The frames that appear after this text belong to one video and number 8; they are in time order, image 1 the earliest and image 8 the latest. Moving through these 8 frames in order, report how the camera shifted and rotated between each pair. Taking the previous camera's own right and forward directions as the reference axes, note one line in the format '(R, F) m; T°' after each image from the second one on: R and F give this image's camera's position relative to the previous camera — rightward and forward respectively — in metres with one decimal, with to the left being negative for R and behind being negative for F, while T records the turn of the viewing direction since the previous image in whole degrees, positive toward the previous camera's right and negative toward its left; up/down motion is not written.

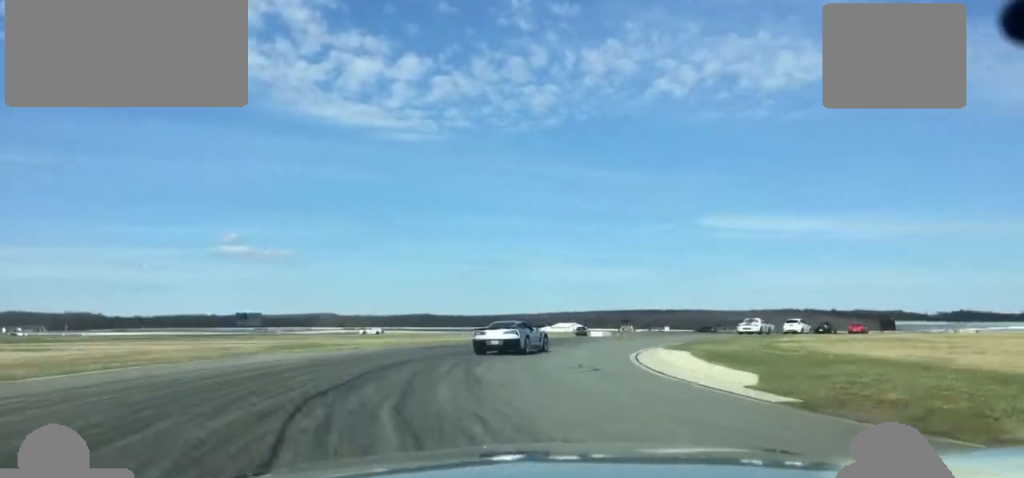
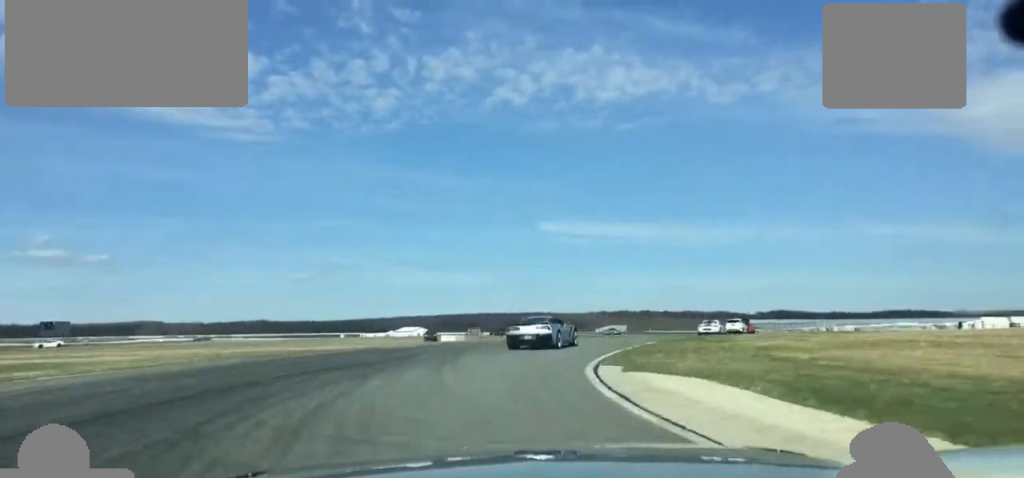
(+1.4, +18.9) m; +9°
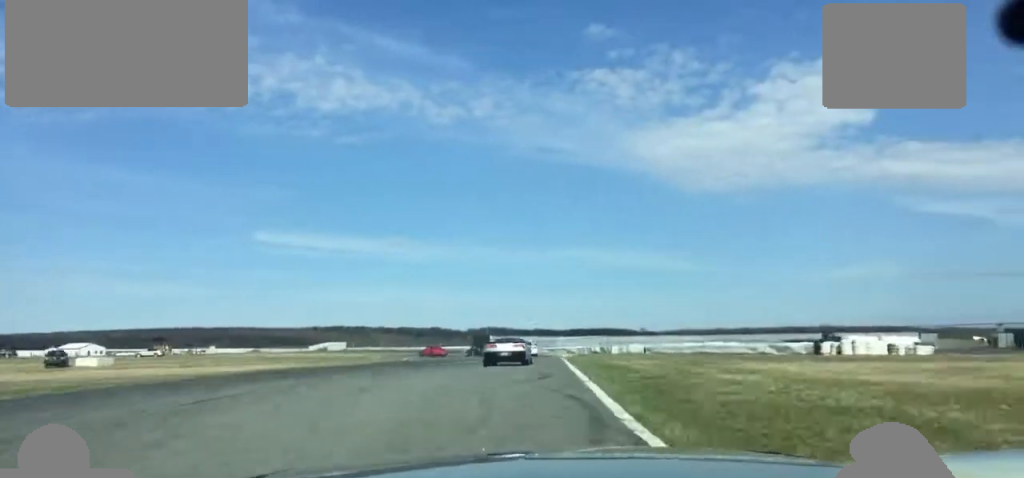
(+3.7, +30.1) m; +16°
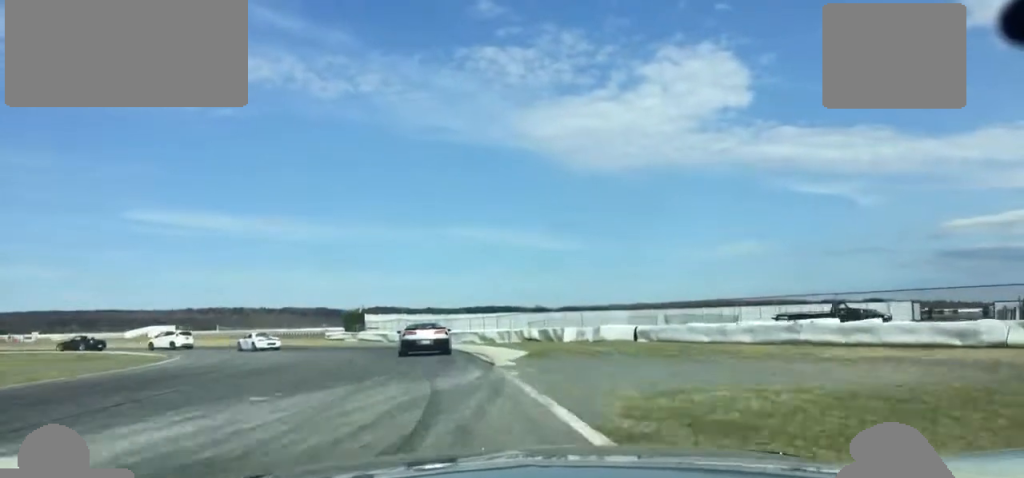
(+4.1, +38.8) m; +3°
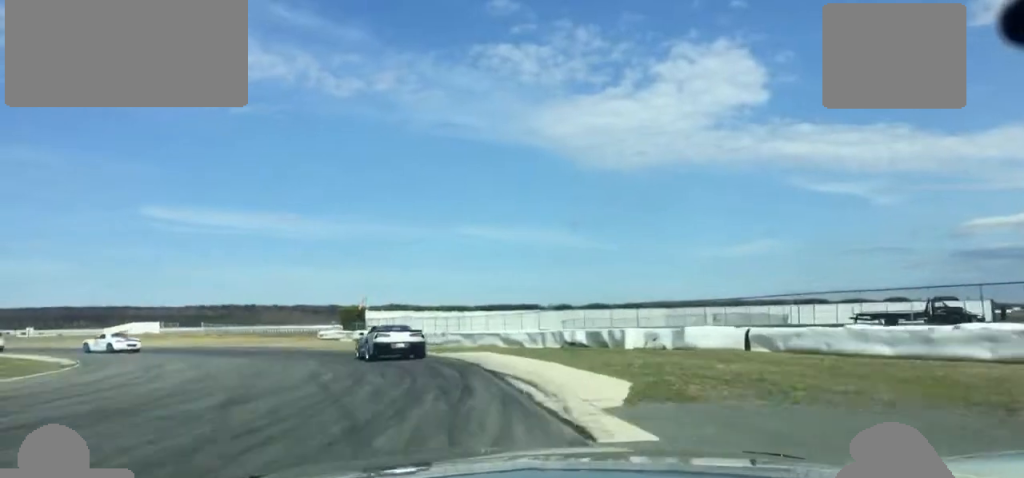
(-1.0, +14.3) m; -3°
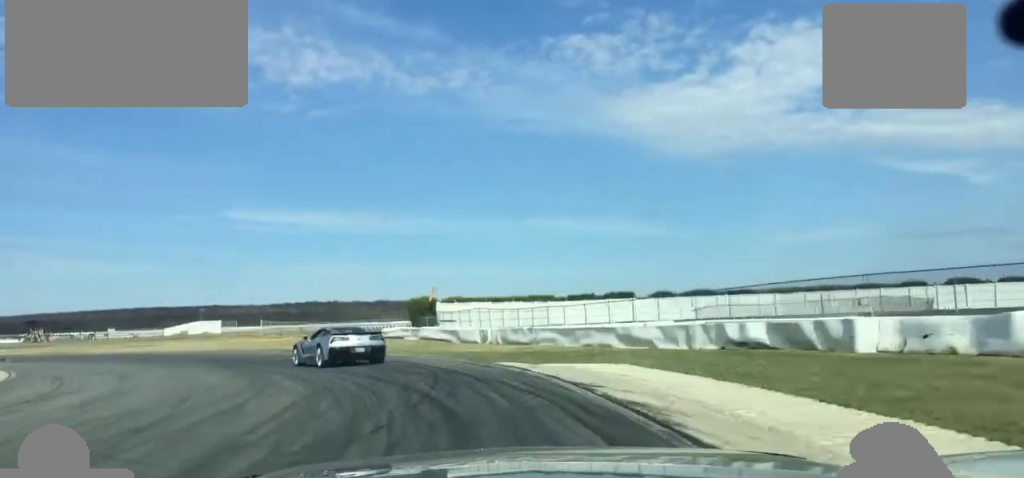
(-0.3, +14.6) m; -4°
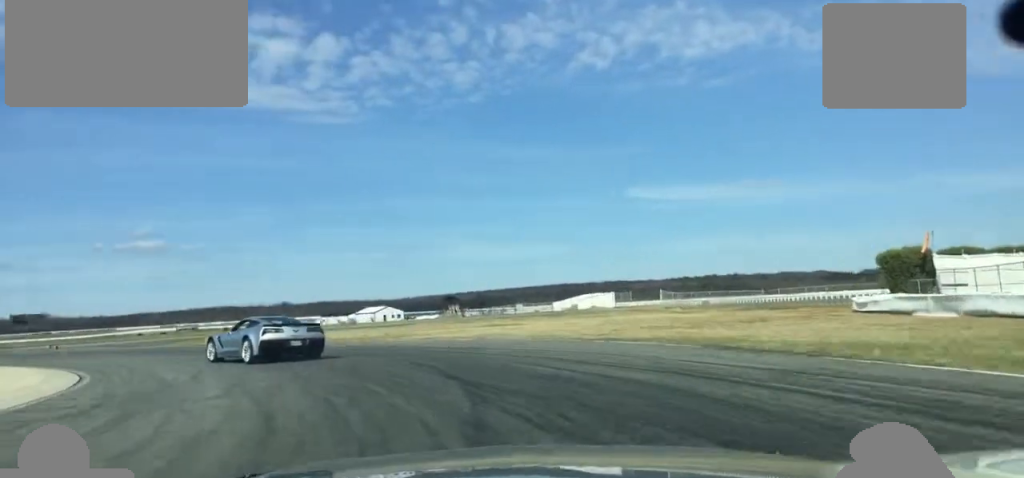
(-2.5, +27.9) m; -22°
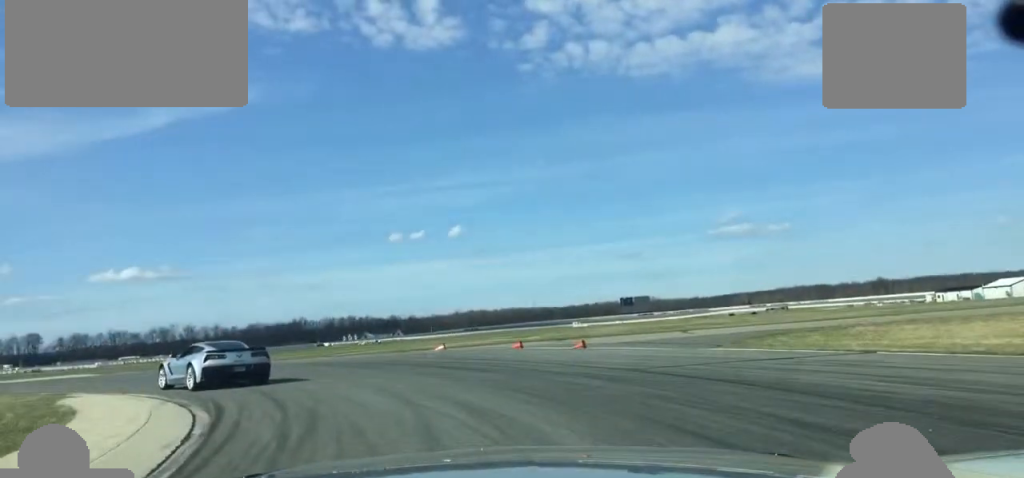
(-10.9, +27.7) m; -41°
